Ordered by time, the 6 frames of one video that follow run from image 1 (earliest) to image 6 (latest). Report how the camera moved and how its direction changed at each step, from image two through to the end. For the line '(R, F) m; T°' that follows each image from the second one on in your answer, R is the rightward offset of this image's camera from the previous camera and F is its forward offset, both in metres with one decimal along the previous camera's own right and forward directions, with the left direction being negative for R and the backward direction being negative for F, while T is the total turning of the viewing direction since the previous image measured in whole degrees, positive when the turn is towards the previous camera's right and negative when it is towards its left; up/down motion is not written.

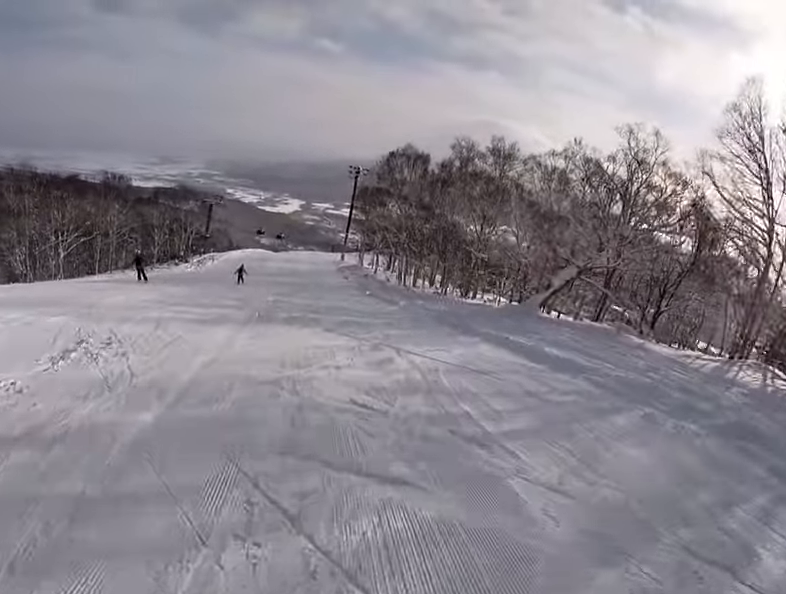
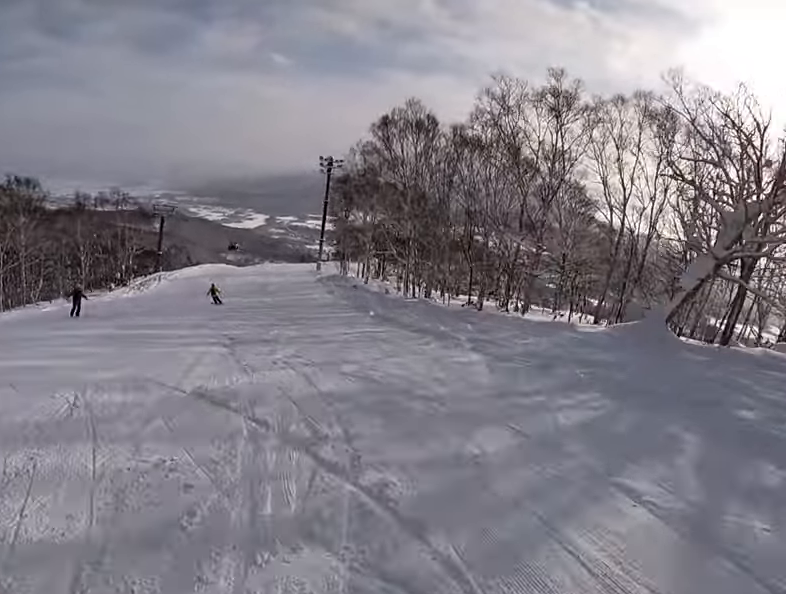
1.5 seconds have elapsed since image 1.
(-0.4, +14.7) m; -1°
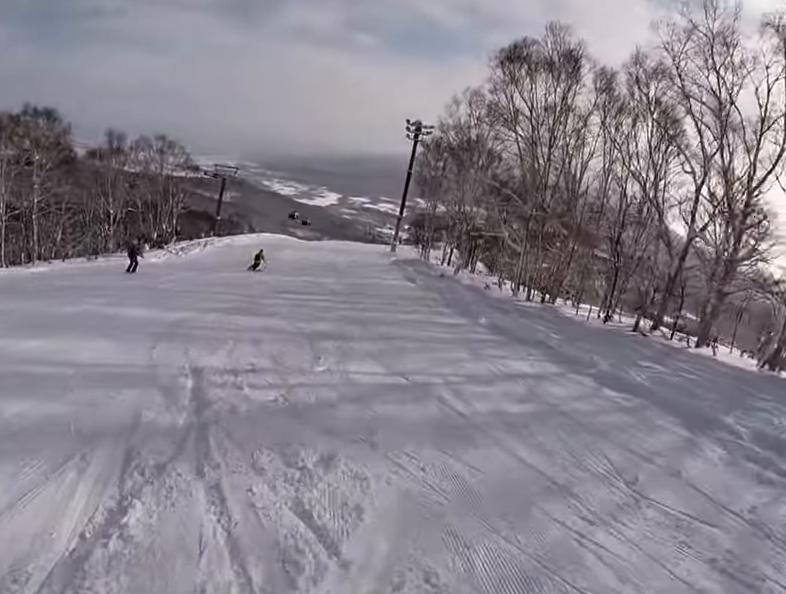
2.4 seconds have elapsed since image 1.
(-0.4, +9.6) m; -5°
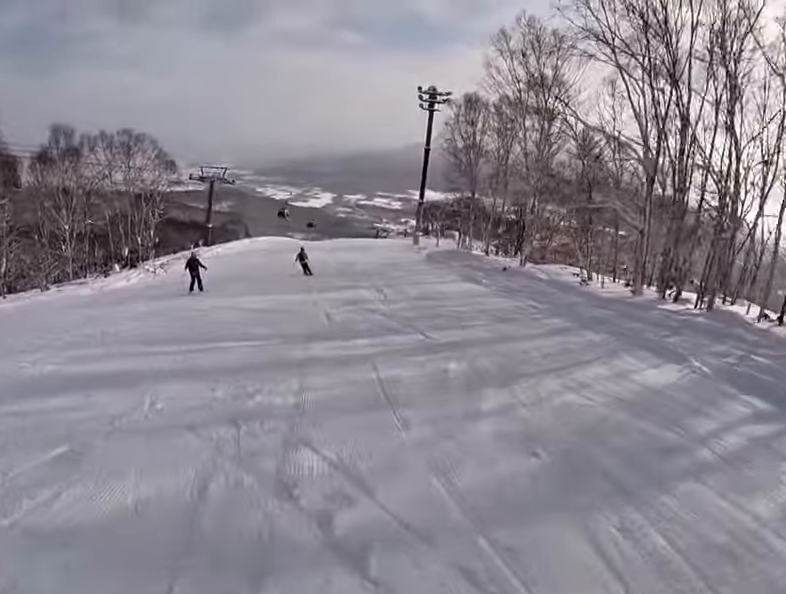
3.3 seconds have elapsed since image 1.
(-0.5, +9.6) m; -3°
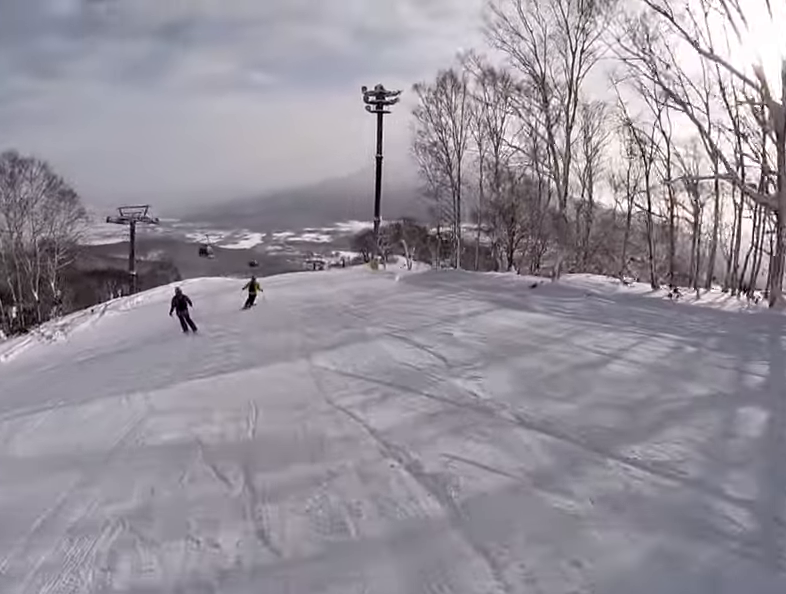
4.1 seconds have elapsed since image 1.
(0.0, +9.1) m; 0°
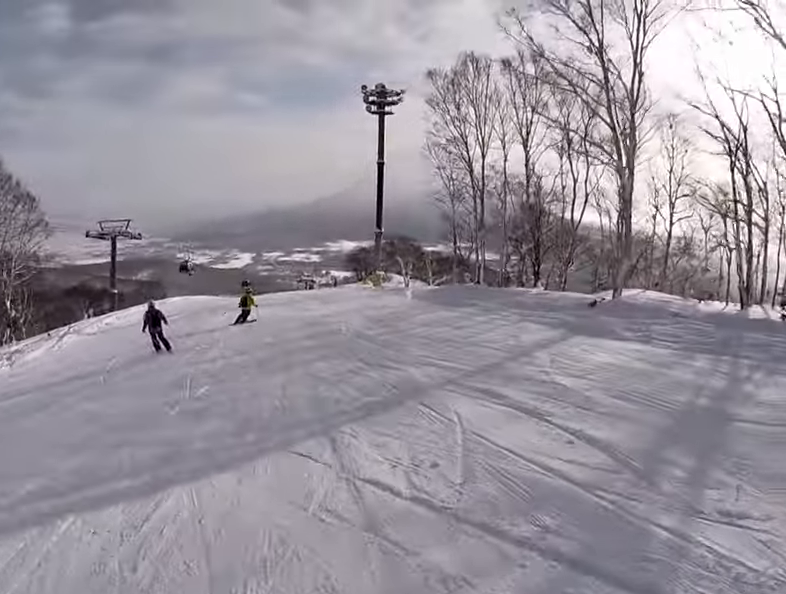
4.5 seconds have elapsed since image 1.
(0.0, +4.6) m; 0°
